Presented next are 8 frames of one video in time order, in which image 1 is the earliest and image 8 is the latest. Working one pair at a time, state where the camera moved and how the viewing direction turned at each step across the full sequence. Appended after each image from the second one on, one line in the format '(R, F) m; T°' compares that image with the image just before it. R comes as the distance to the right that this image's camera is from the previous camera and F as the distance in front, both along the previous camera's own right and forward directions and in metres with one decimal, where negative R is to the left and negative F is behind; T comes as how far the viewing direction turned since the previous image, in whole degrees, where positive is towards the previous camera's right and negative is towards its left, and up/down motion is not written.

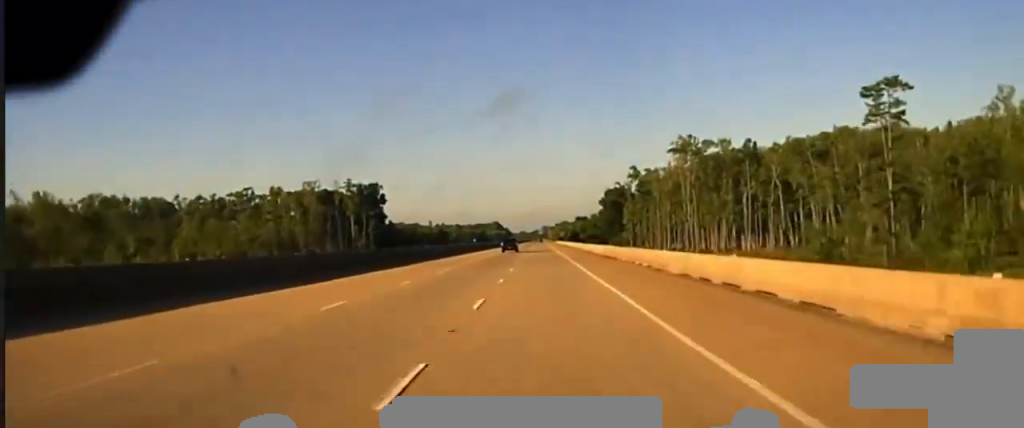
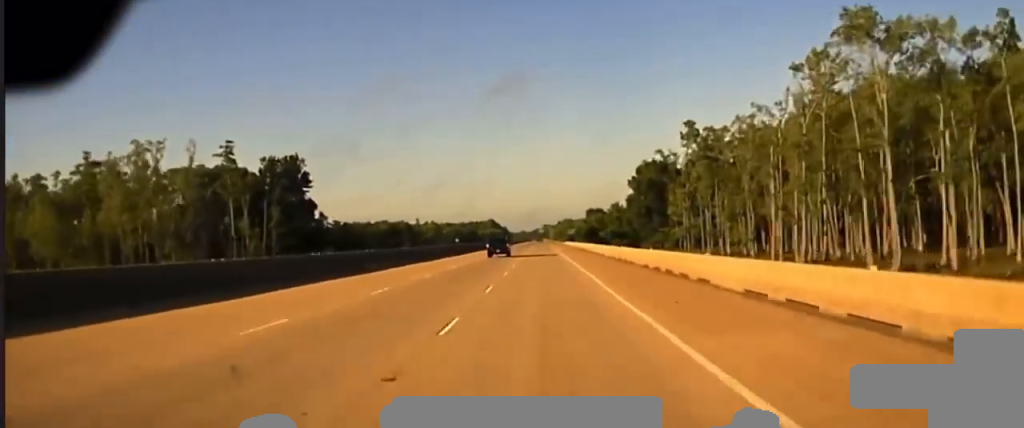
(+0.8, +112.7) m; 0°
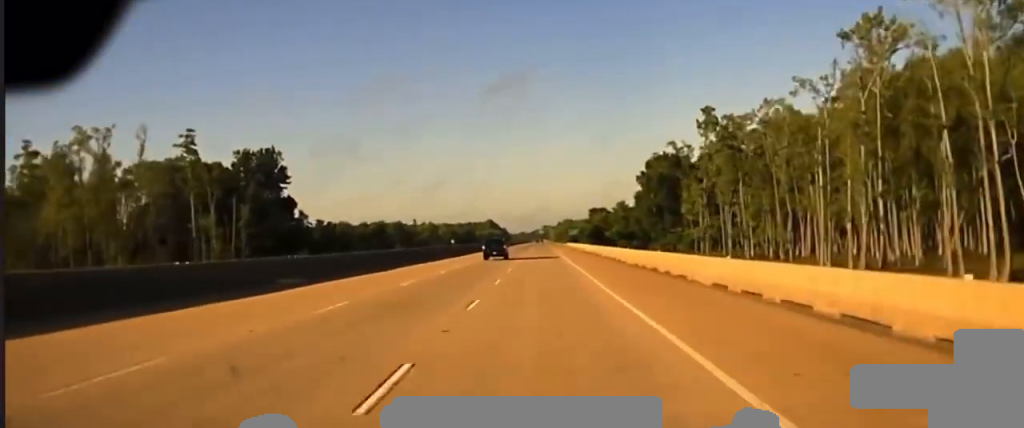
(0.0, +18.8) m; 0°
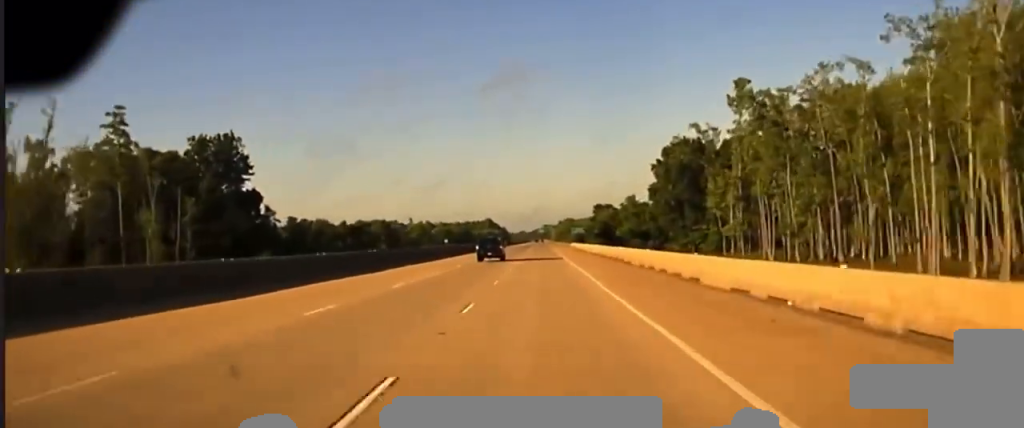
(0.0, +22.9) m; 0°
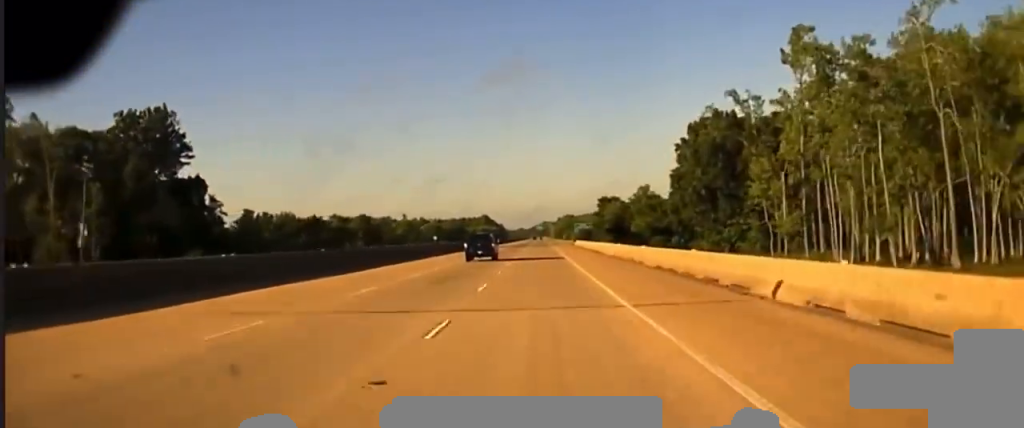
(0.0, +26.8) m; 0°
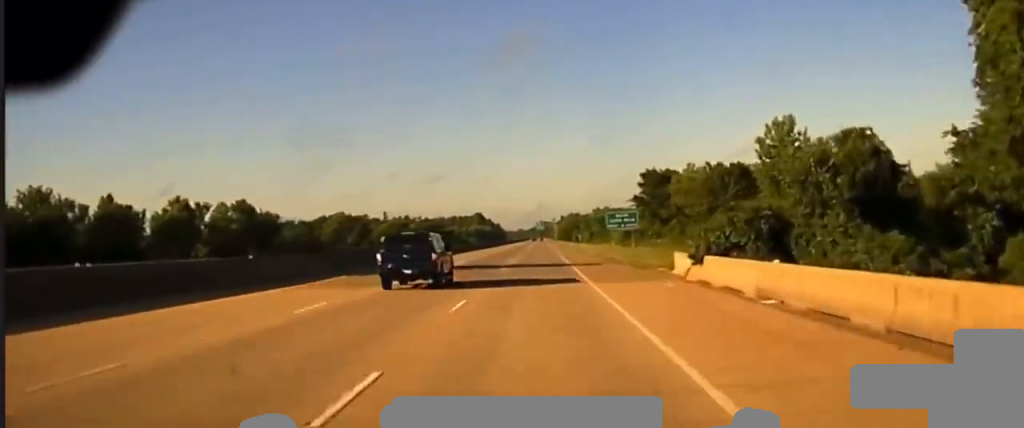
(+0.2, +99.2) m; 0°
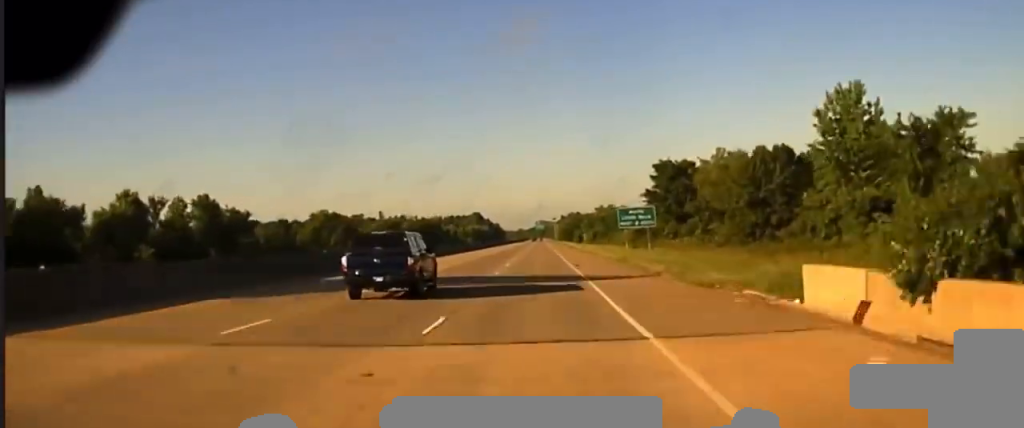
(0.0, +17.9) m; 0°
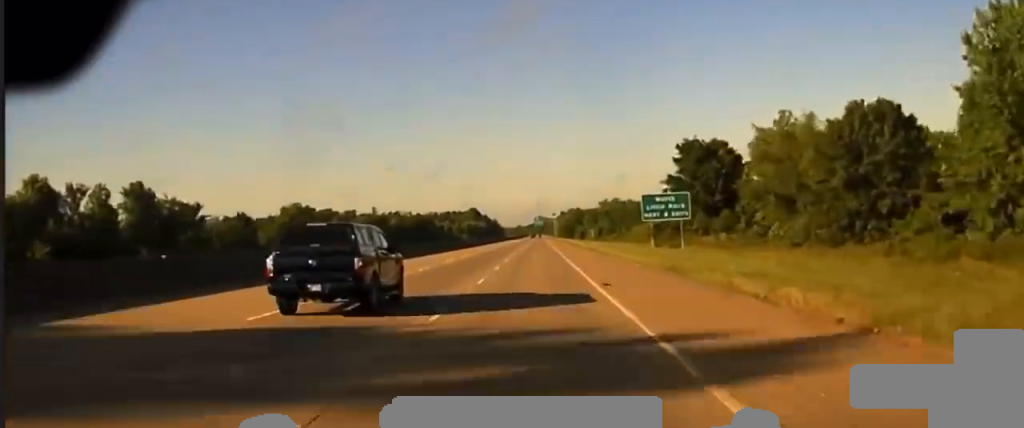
(0.0, +25.0) m; 0°
